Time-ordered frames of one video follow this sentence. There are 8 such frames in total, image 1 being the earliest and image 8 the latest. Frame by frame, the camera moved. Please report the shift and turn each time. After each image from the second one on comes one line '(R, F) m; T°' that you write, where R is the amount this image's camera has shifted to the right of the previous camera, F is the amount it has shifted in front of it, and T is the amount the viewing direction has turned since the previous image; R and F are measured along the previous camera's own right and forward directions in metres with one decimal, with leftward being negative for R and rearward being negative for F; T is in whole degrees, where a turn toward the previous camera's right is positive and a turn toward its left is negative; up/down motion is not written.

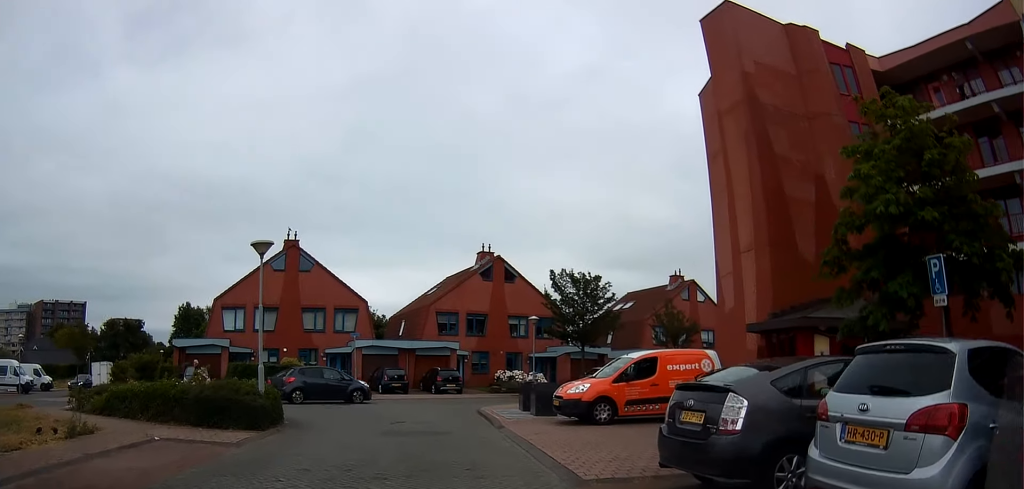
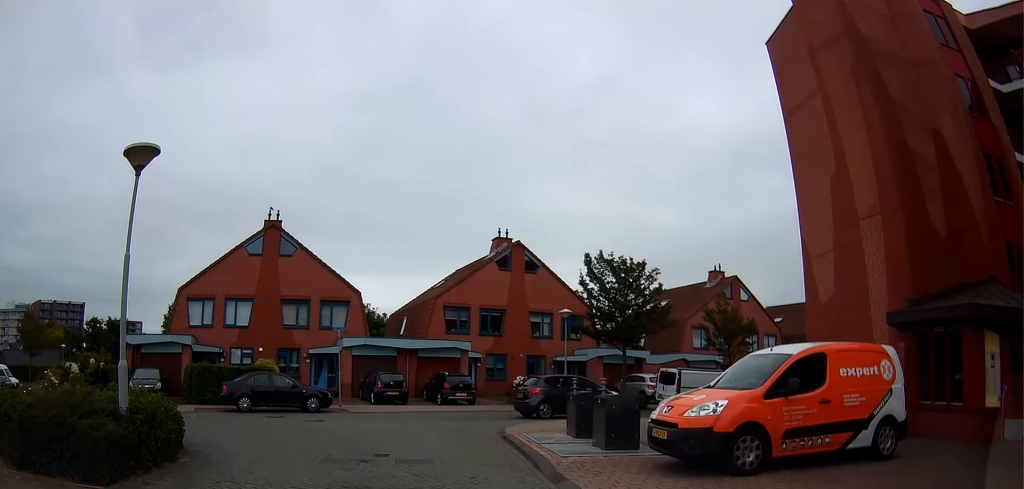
(+0.1, +6.6) m; 0°
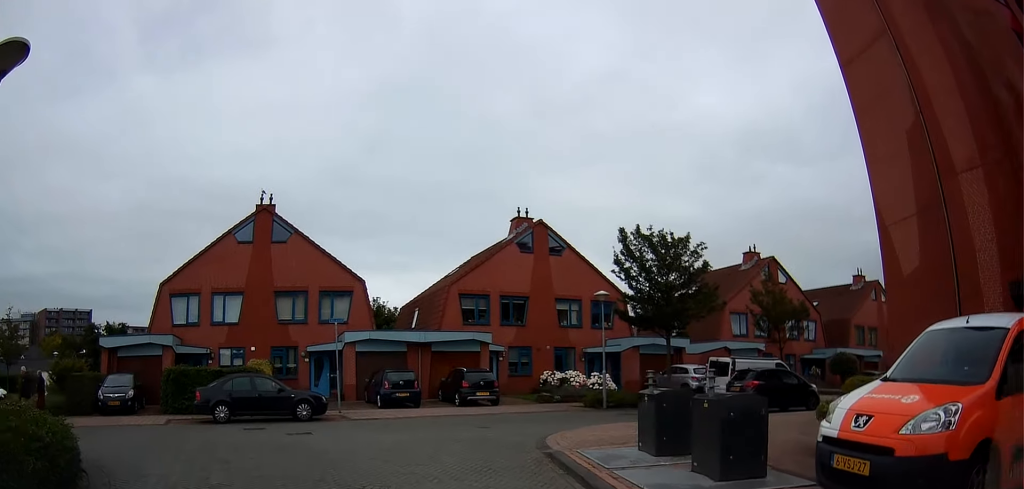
(-0.1, +4.0) m; -7°
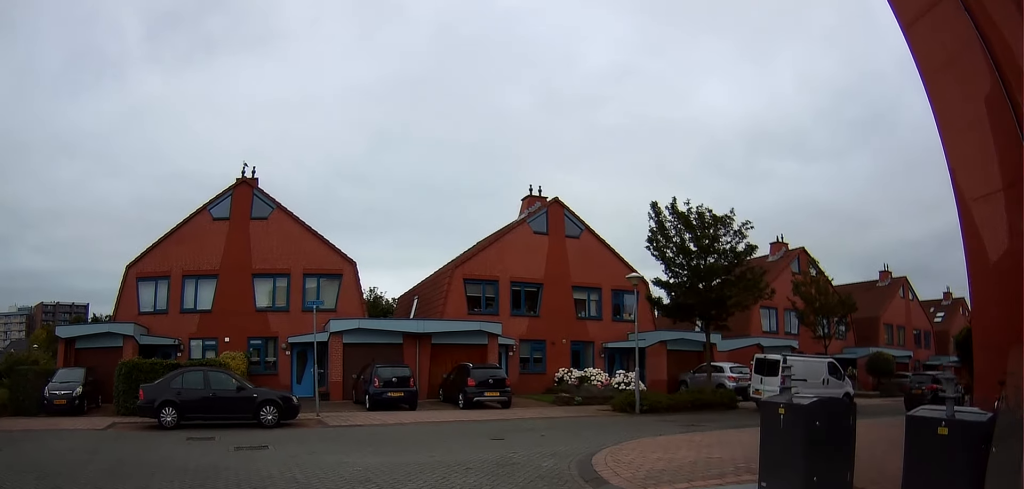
(-0.3, +3.9) m; -1°
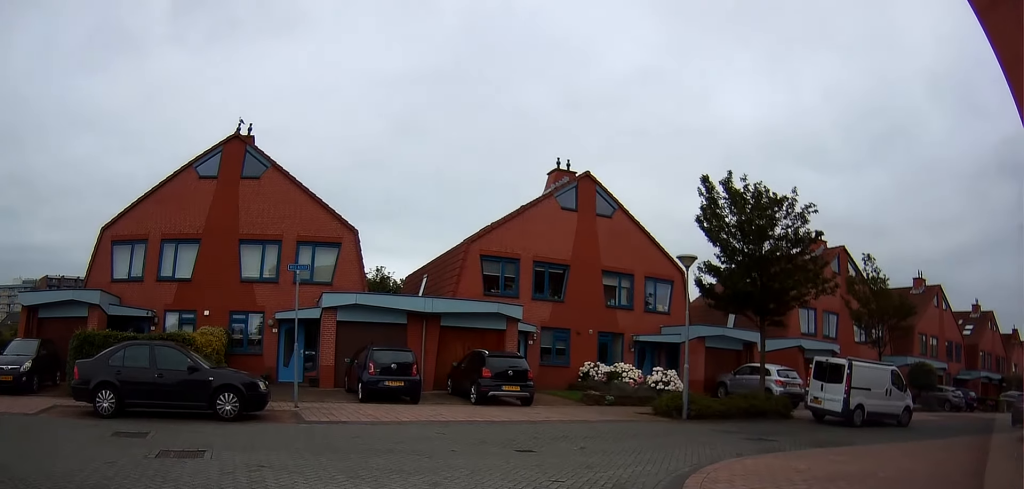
(+0.2, +3.1) m; +1°
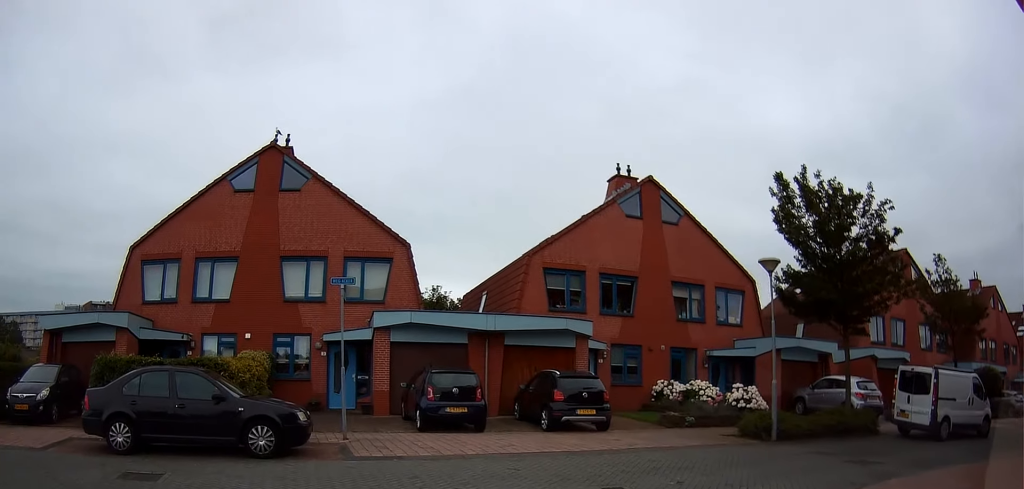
(+0.3, +1.5) m; -5°
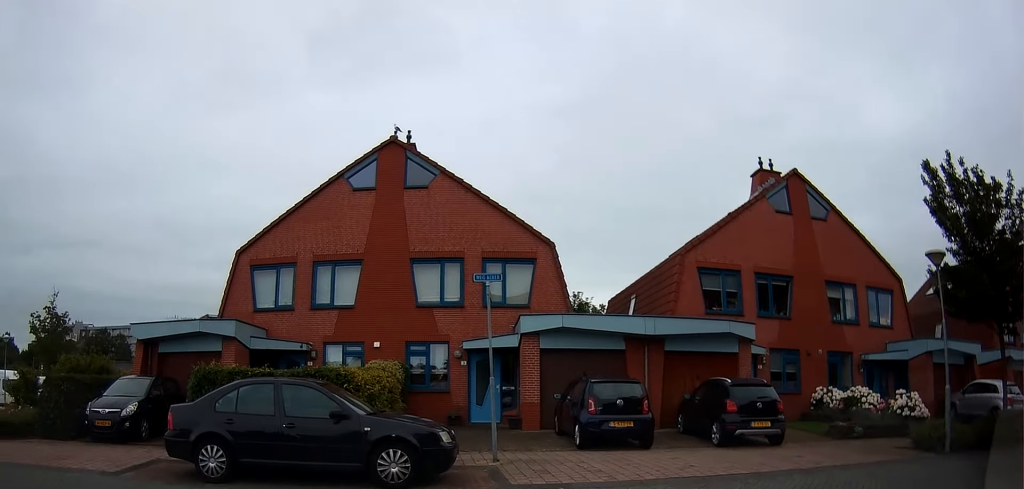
(-0.5, +2.2) m; -19°
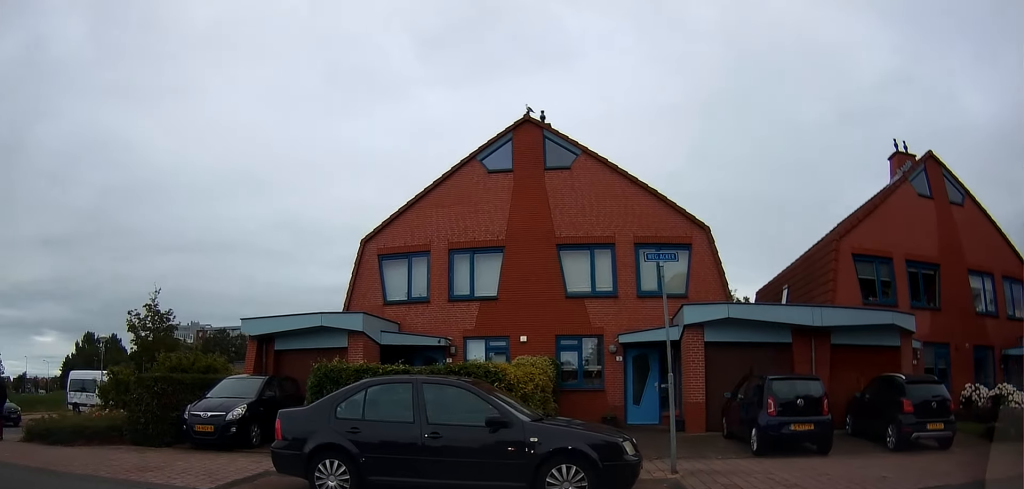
(-0.3, +2.1) m; -16°
